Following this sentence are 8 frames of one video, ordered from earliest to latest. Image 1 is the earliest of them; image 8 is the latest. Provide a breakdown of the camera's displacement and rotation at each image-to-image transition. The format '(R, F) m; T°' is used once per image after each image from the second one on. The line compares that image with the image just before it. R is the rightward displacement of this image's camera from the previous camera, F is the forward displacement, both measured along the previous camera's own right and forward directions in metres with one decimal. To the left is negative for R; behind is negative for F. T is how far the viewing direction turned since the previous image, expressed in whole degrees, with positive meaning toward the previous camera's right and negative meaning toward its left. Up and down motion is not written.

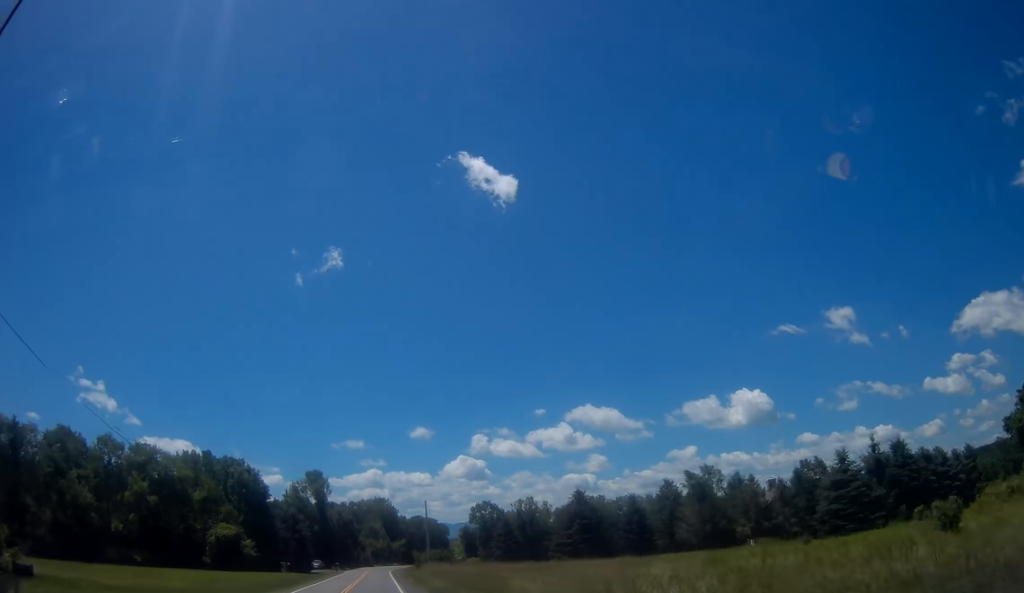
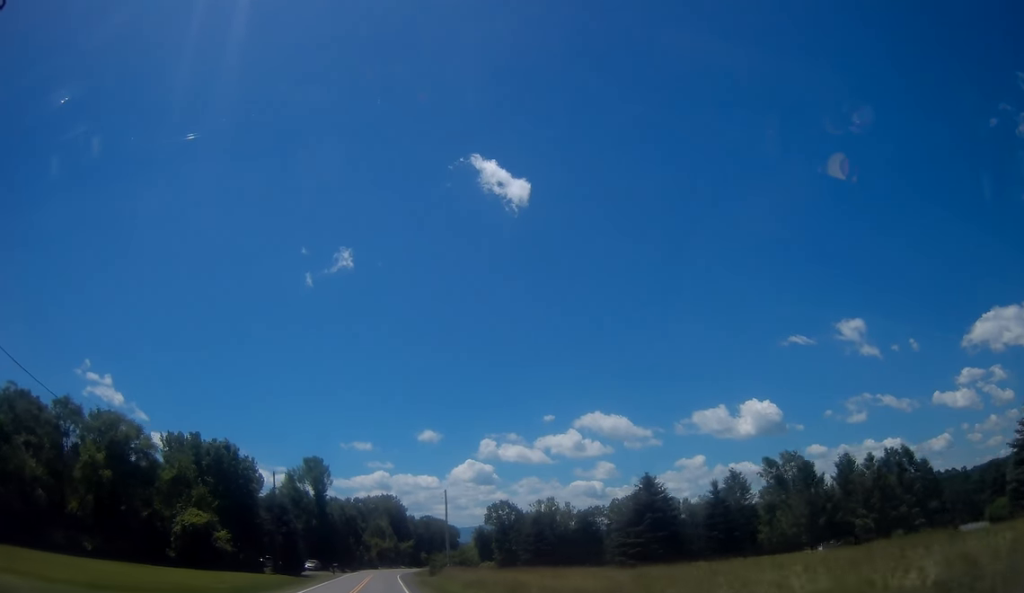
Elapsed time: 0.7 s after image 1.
(+0.1, +16.0) m; 0°
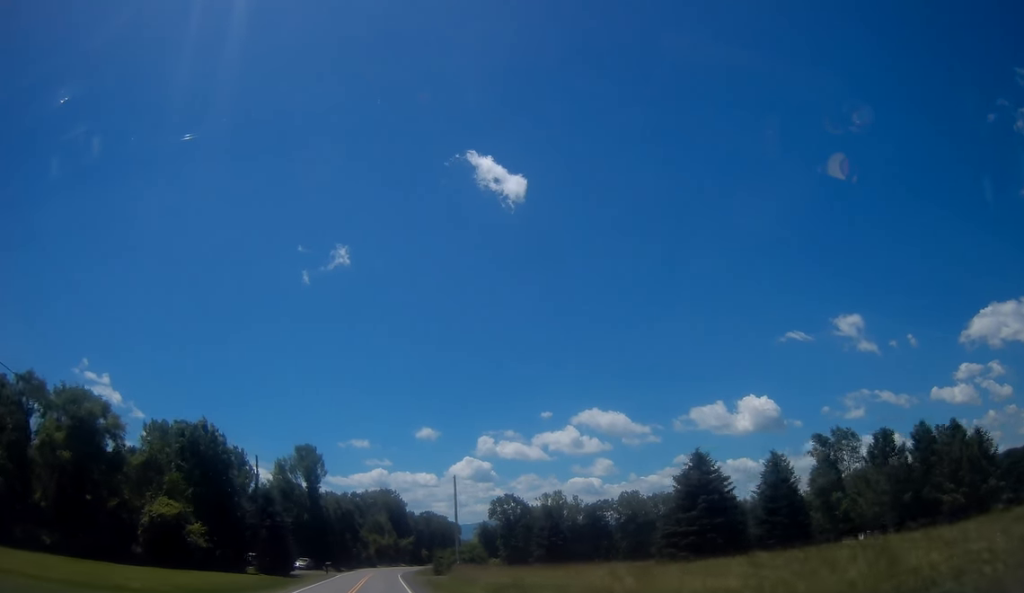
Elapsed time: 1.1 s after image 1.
(0.0, +9.1) m; 0°
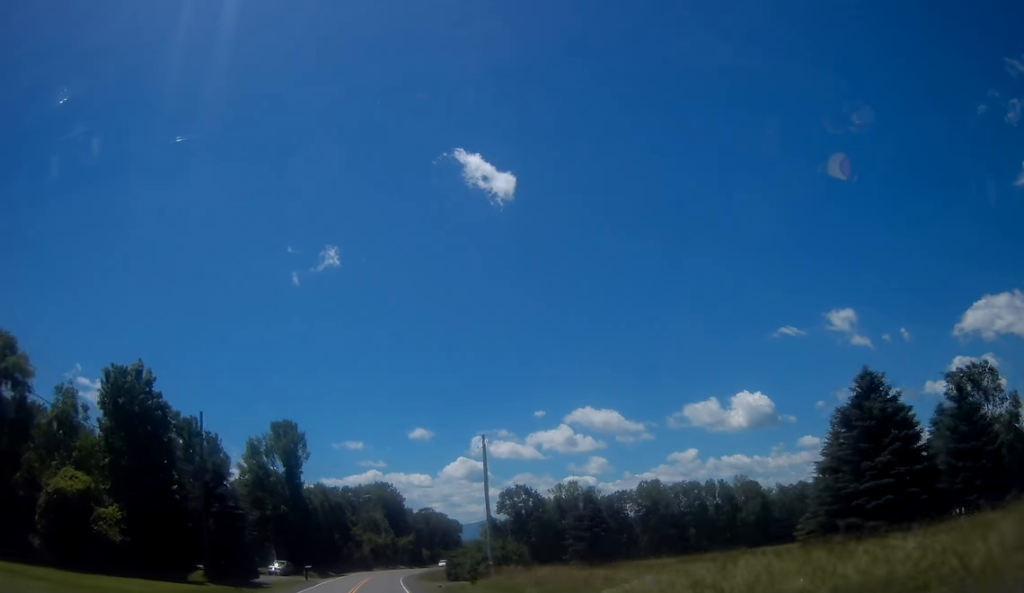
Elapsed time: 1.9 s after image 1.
(0.0, +18.2) m; 0°
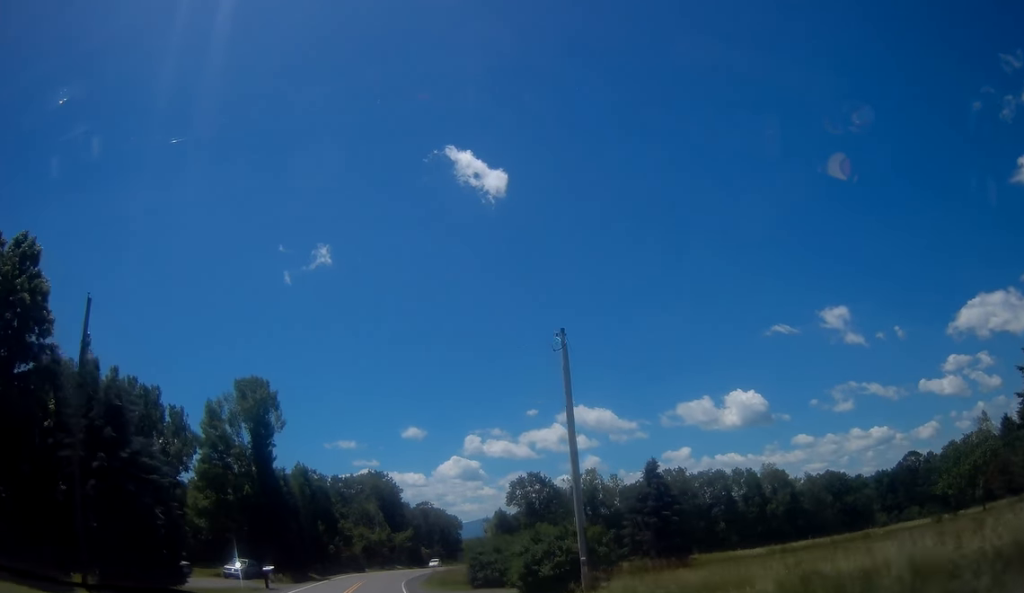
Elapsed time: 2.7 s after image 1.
(-0.1, +18.2) m; 0°
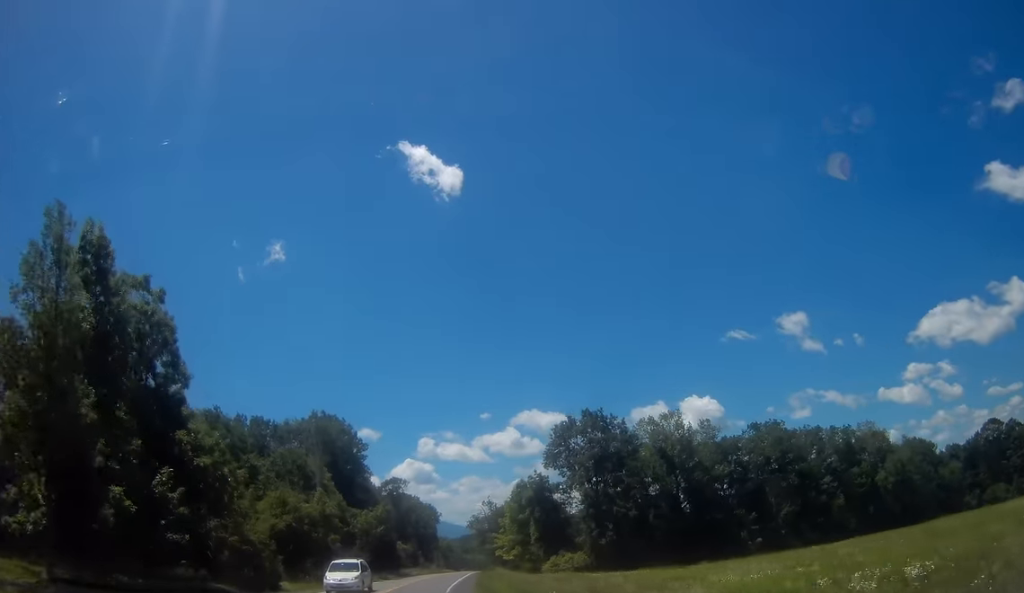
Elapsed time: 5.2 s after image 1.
(+2.6, +56.3) m; +7°
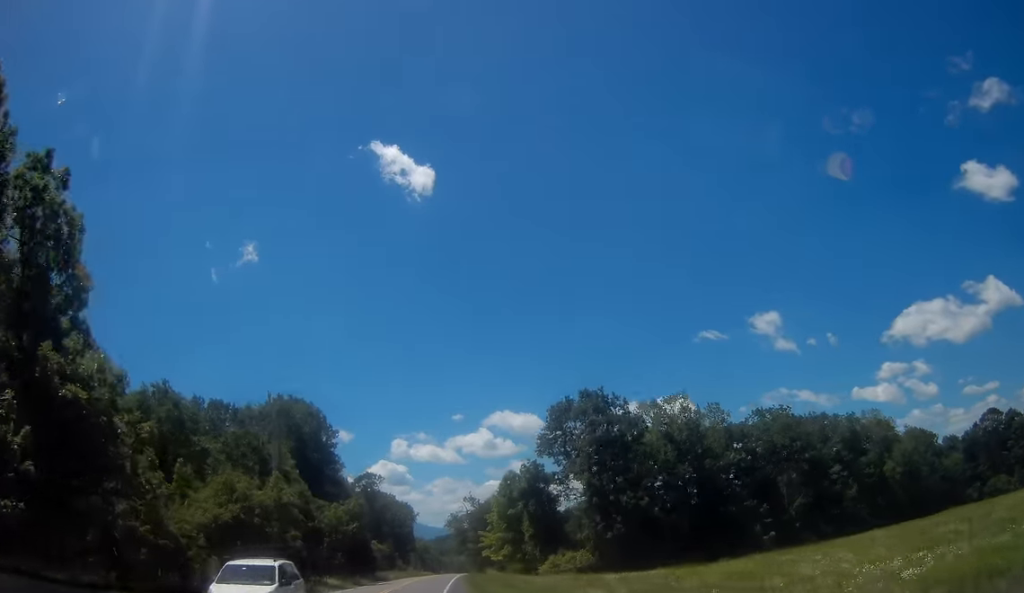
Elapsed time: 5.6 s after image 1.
(0.0, +9.7) m; +2°
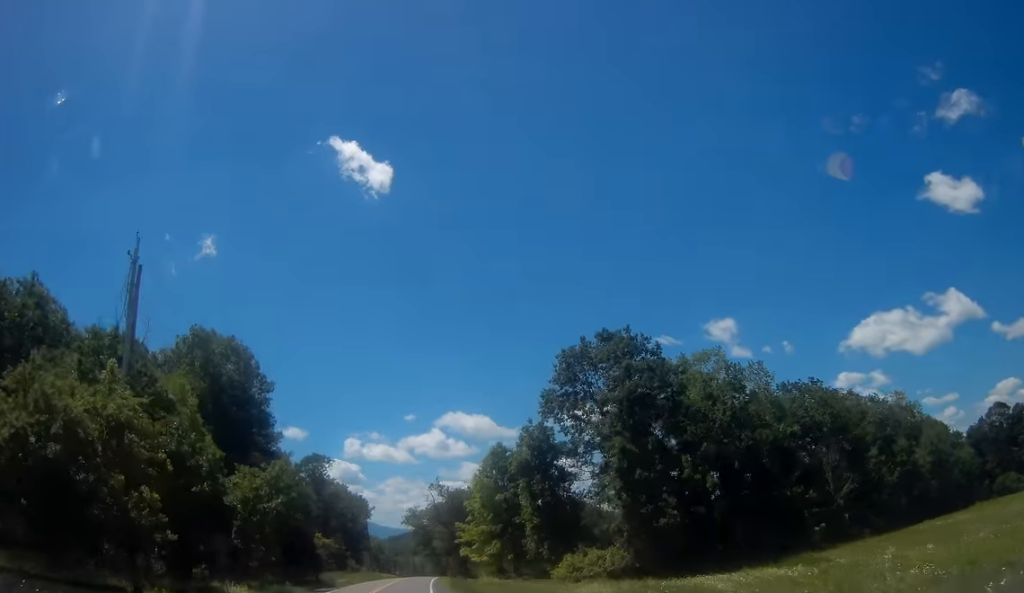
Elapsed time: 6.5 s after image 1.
(+0.7, +19.5) m; +2°
